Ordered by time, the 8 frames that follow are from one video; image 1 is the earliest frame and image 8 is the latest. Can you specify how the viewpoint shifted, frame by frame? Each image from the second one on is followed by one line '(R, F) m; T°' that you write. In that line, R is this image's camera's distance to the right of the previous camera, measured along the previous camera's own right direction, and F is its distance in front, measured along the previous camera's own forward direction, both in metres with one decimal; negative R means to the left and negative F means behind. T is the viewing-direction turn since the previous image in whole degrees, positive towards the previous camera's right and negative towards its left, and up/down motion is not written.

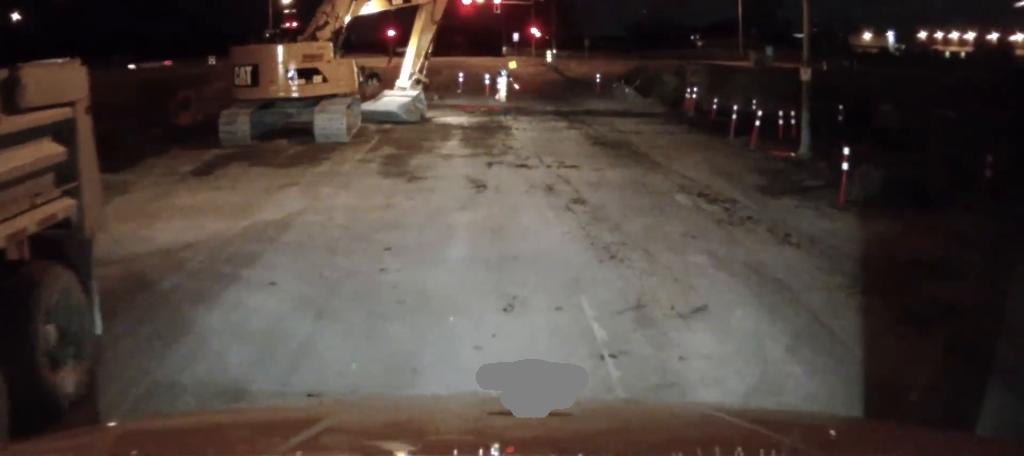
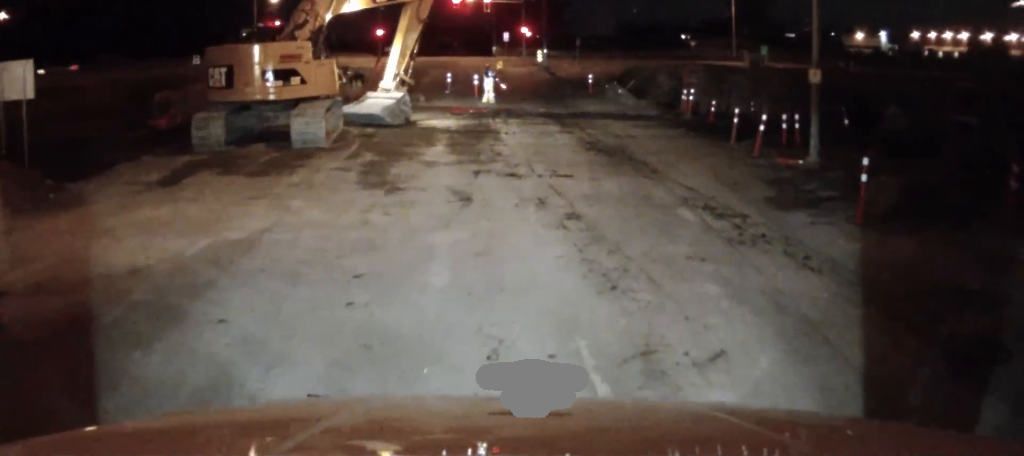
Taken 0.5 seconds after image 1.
(0.0, +1.1) m; +1°
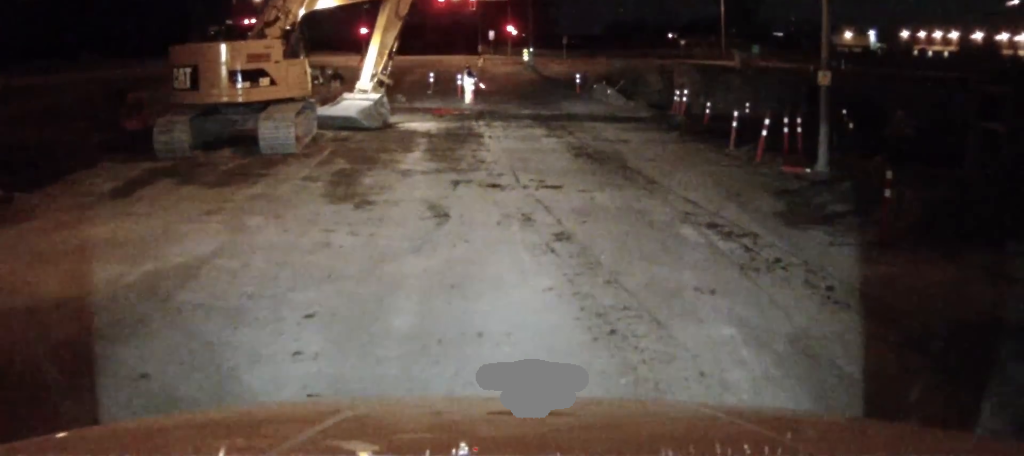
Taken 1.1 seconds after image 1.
(+0.1, +1.3) m; -1°
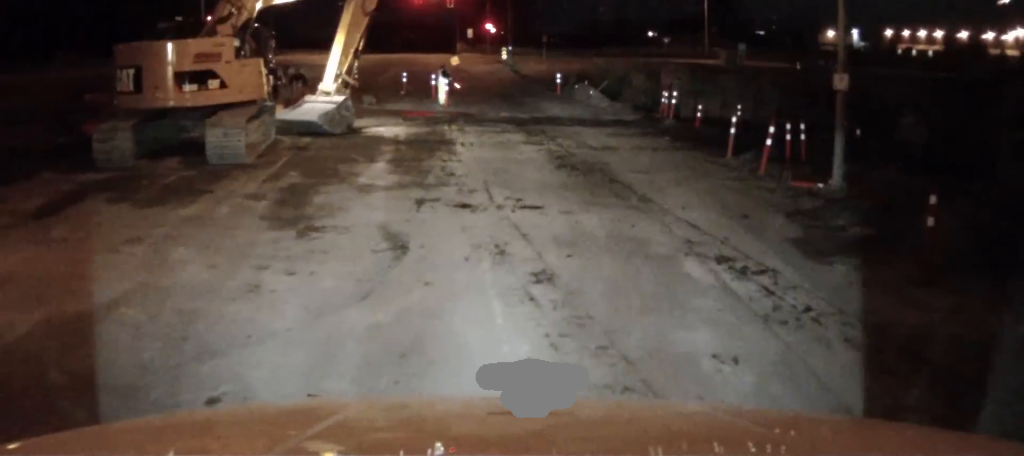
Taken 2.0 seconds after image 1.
(-0.1, +1.9) m; -1°
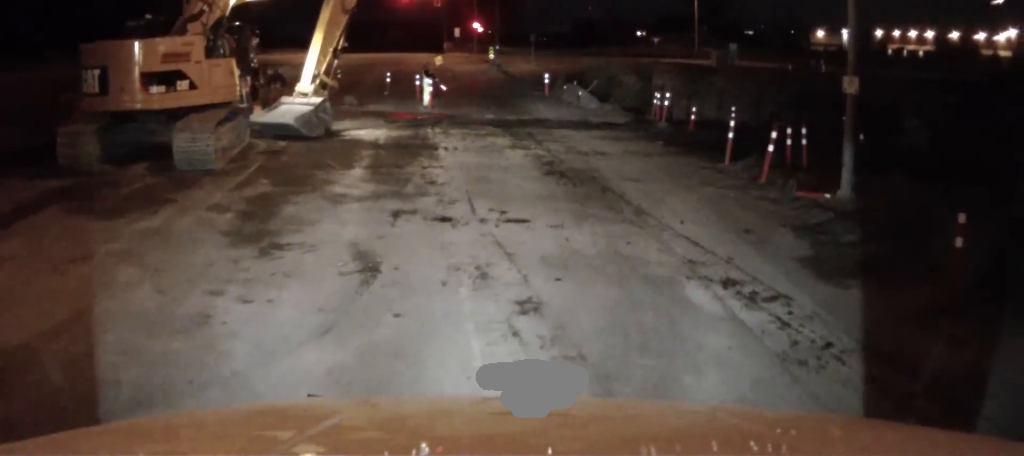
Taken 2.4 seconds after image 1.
(-0.1, +1.0) m; 0°
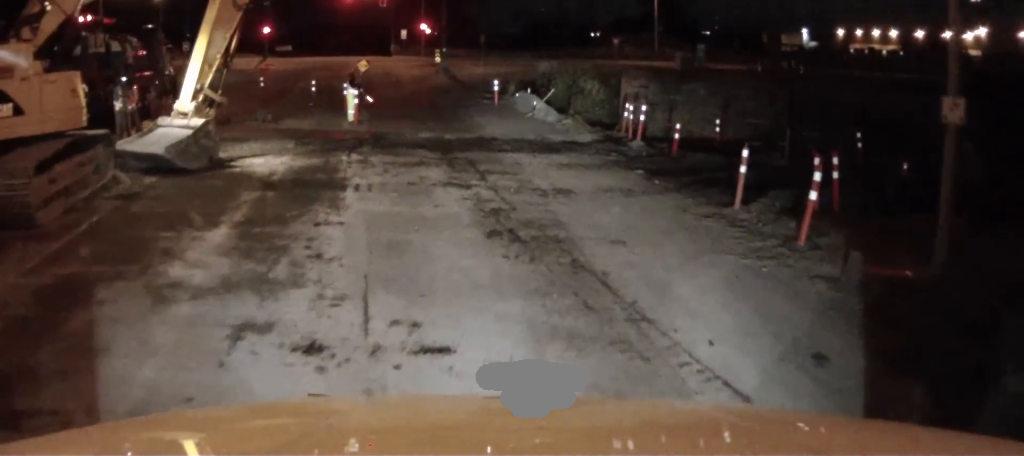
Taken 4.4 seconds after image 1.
(+0.4, +4.8) m; +4°
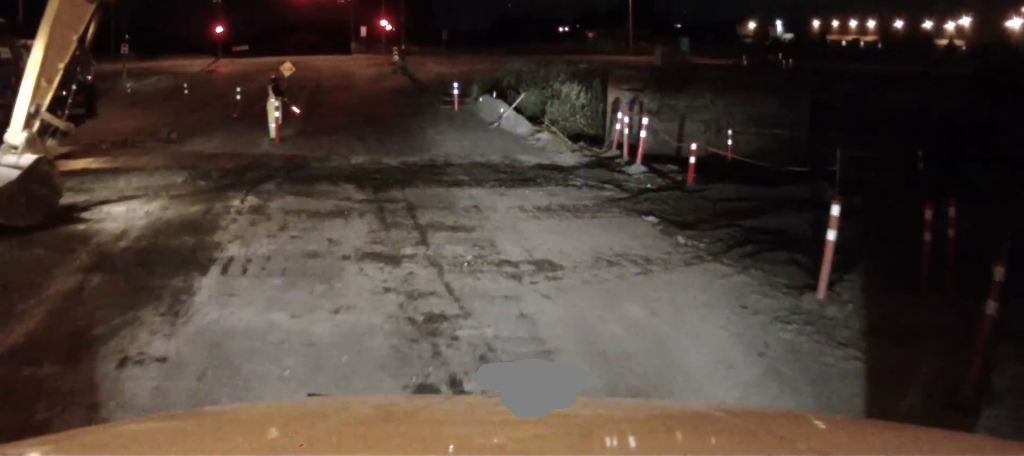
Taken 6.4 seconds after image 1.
(-0.1, +5.2) m; -2°
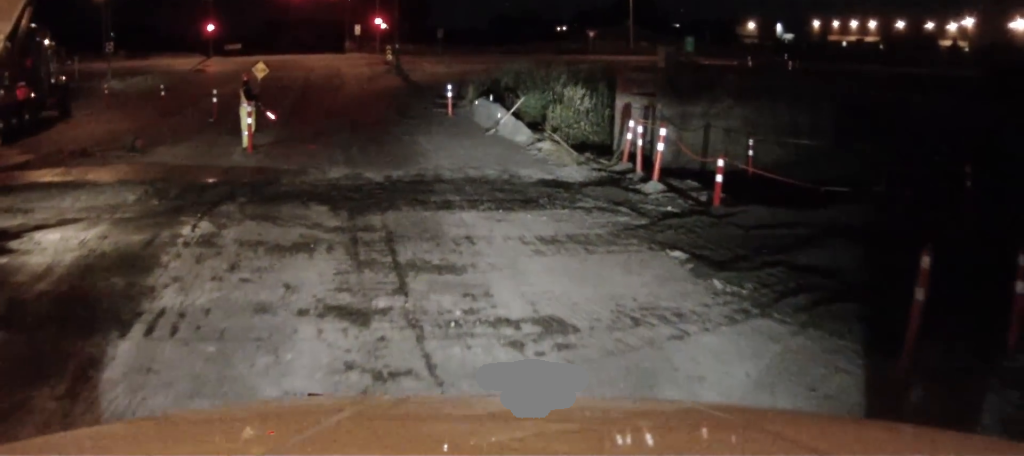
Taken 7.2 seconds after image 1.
(0.0, +2.2) m; +1°
